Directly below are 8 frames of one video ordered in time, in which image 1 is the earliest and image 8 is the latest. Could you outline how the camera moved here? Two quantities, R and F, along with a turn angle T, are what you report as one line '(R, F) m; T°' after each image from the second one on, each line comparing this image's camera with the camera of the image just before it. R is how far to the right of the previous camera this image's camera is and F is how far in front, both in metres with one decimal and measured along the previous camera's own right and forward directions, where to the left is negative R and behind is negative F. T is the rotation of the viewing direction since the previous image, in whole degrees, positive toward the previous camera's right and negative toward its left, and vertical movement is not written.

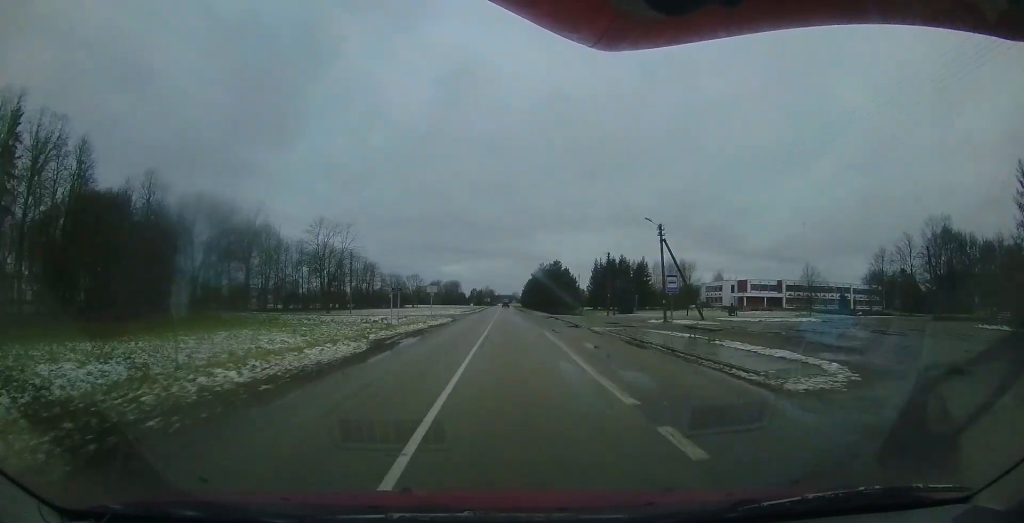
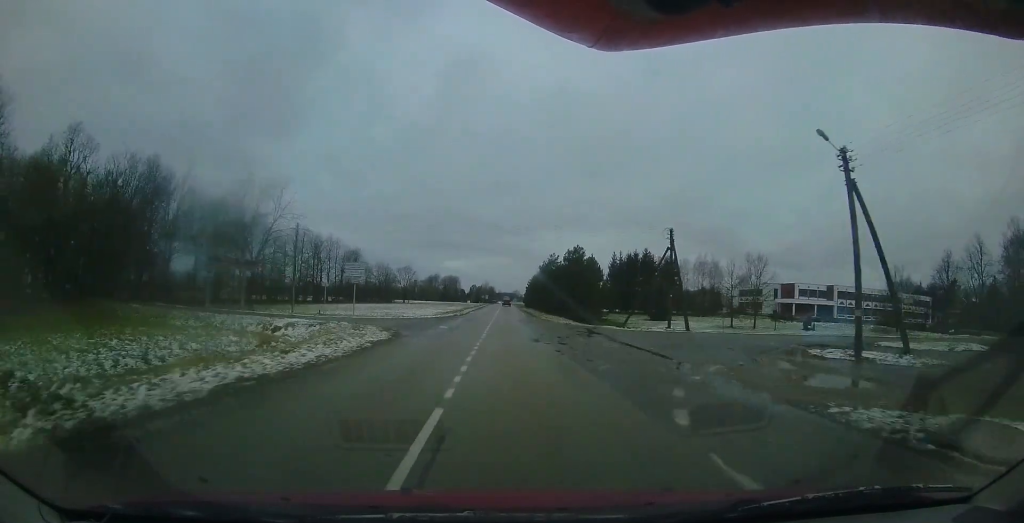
(0.0, +16.4) m; +1°
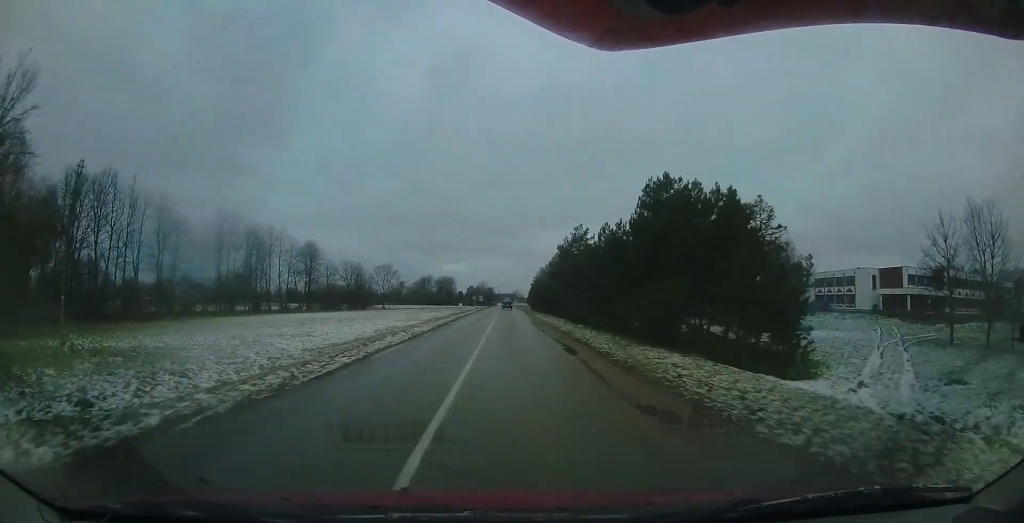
(+0.4, +27.0) m; +2°
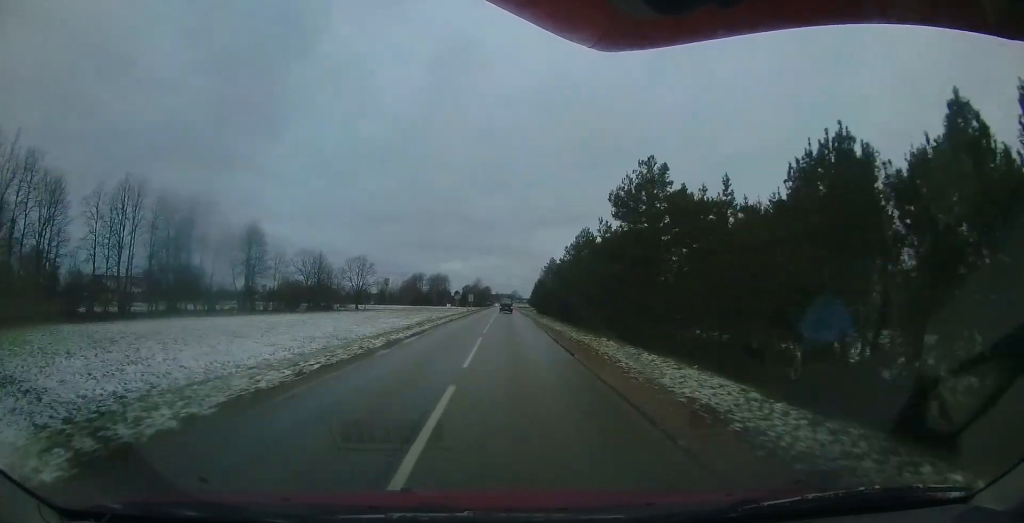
(+0.7, +22.9) m; +2°
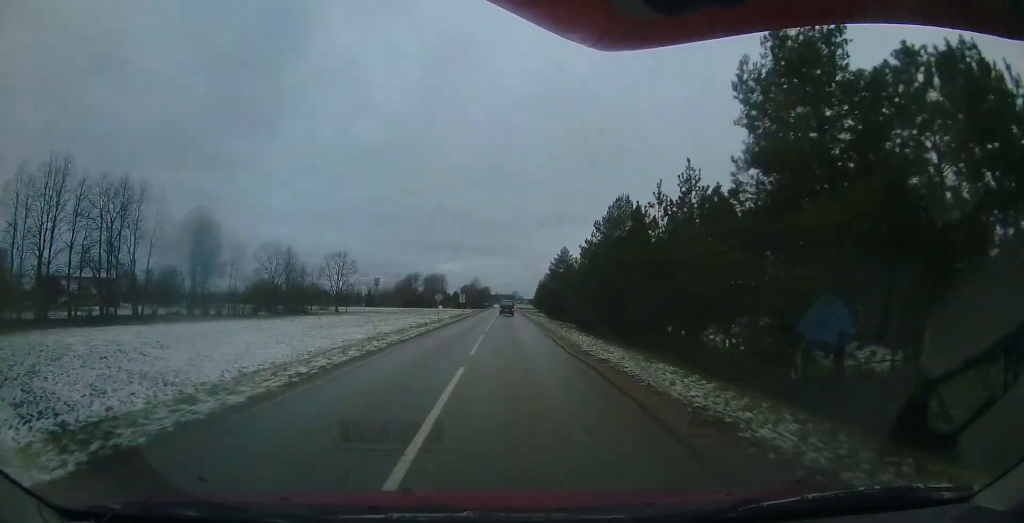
(0.0, +14.2) m; 0°
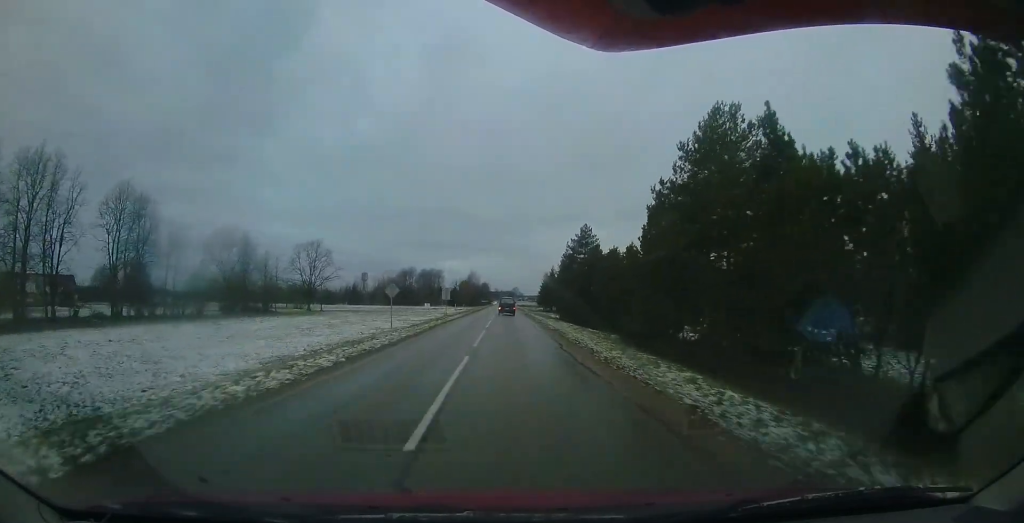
(0.0, +15.0) m; 0°
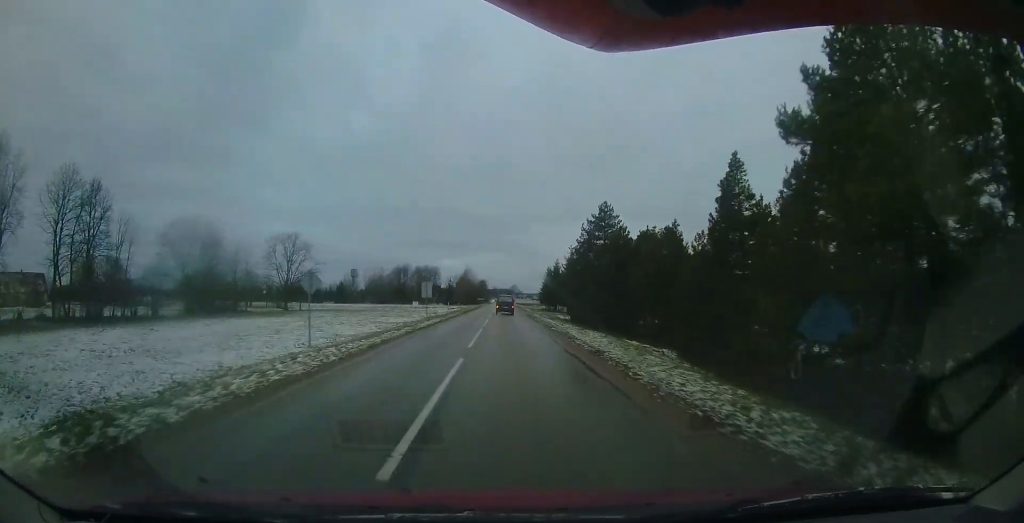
(0.0, +8.9) m; 0°
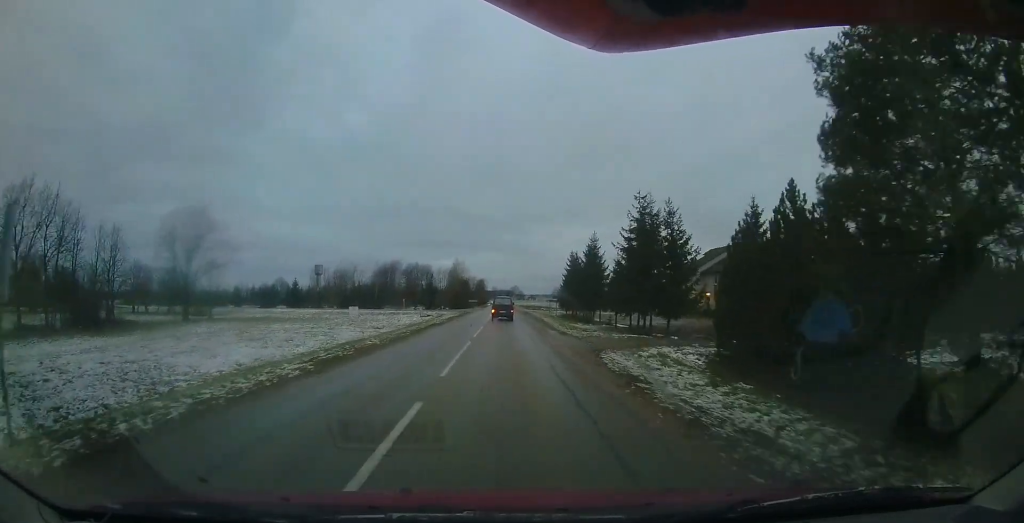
(+0.3, +29.2) m; +2°
